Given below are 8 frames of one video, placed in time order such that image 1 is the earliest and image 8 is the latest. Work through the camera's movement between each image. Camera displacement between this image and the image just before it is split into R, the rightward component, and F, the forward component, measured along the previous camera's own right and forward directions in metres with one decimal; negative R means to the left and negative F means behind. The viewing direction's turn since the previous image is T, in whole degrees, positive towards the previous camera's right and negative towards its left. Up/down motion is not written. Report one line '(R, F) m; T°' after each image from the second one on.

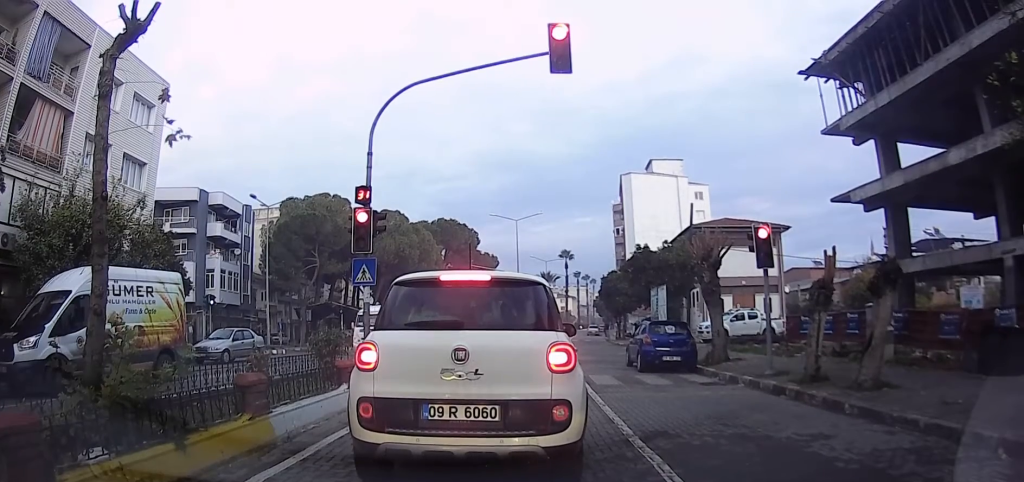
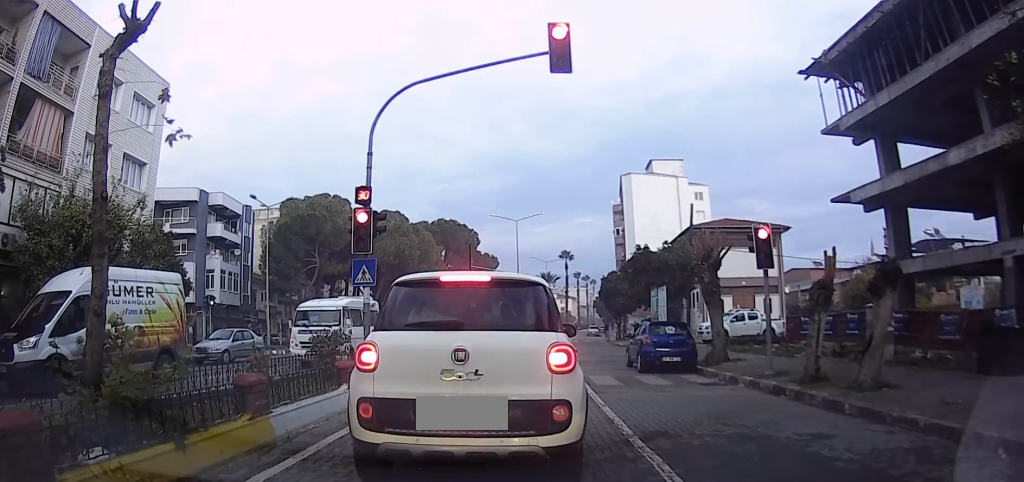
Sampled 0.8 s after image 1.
(0.0, 0.0) m; 0°
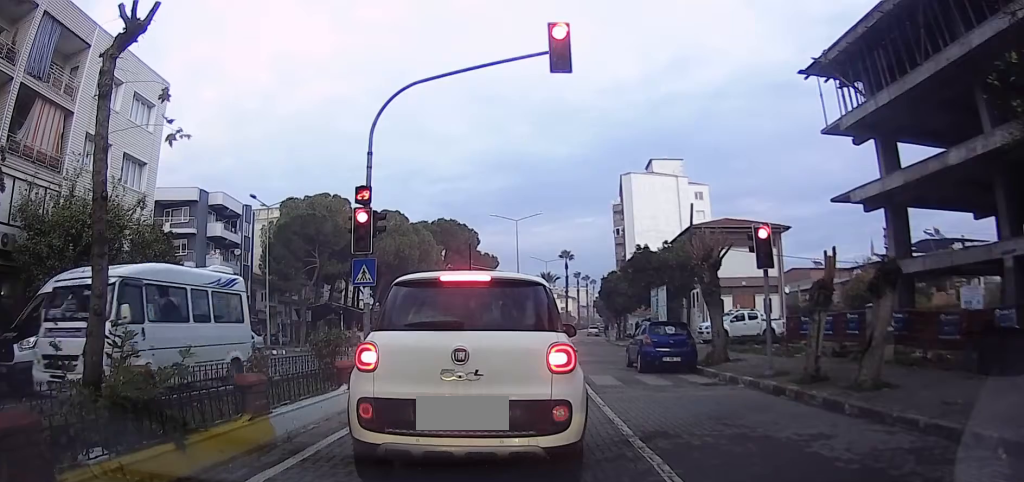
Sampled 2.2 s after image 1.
(0.0, 0.0) m; 0°
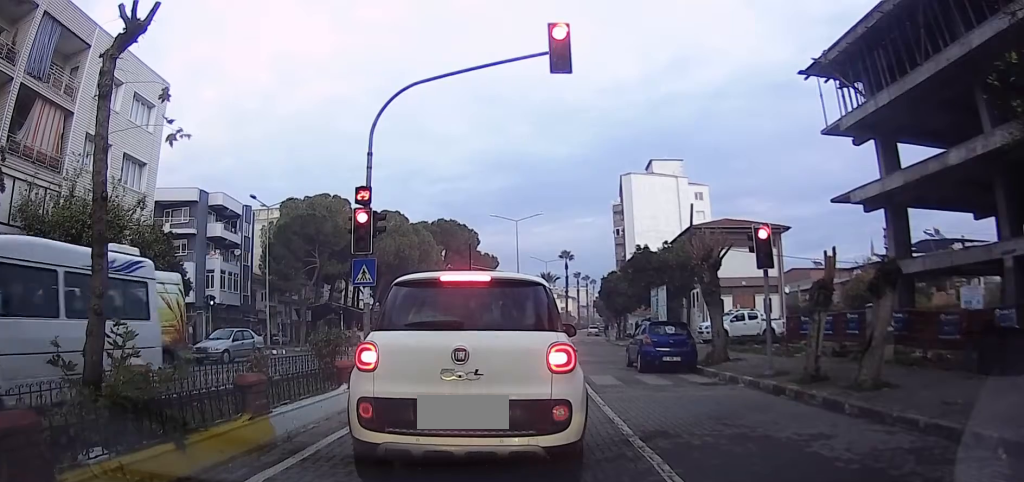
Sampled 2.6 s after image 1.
(0.0, 0.0) m; 0°
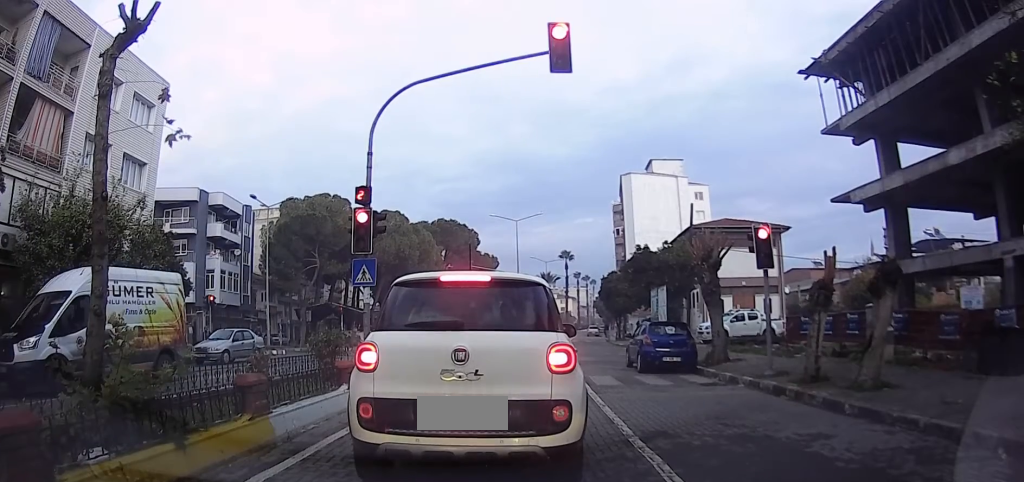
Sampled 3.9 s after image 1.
(0.0, 0.0) m; 0°
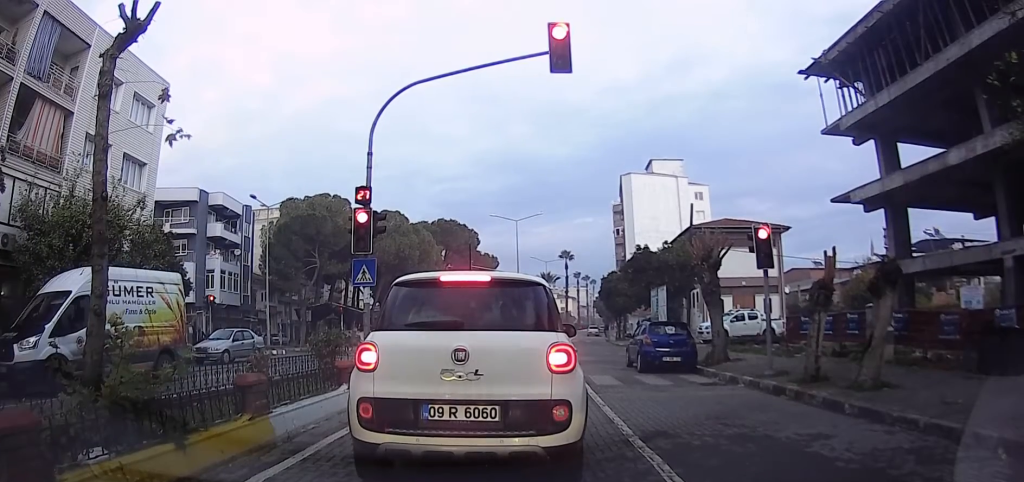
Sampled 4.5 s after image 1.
(0.0, 0.0) m; 0°
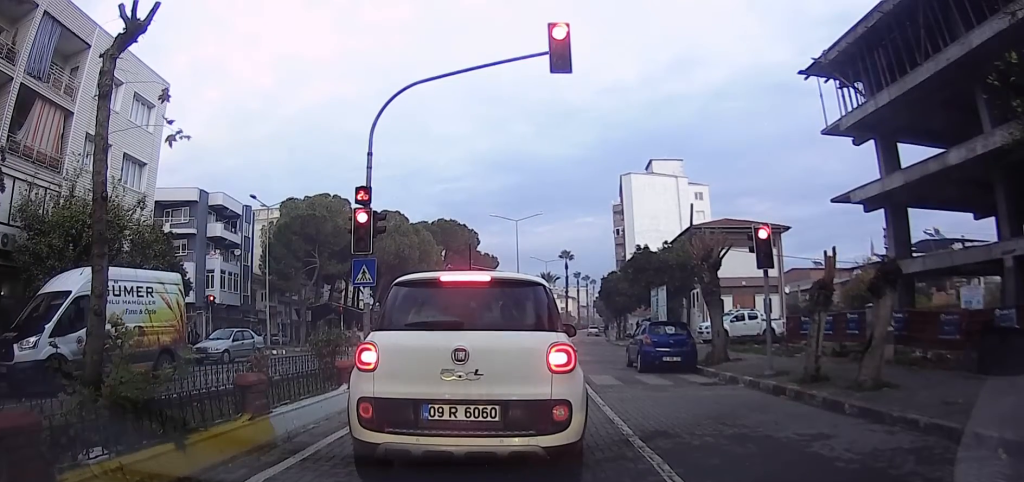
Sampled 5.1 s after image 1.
(0.0, 0.0) m; 0°
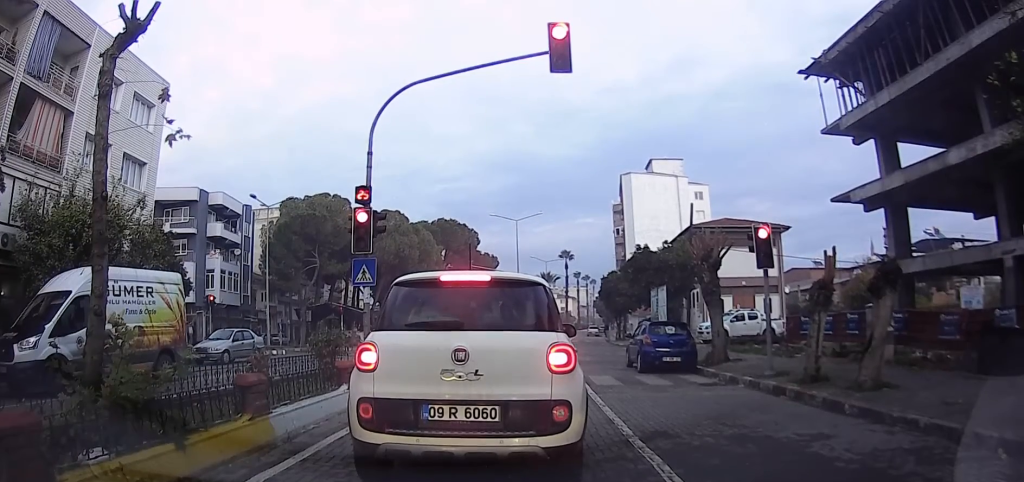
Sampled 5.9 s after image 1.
(0.0, 0.0) m; 0°
